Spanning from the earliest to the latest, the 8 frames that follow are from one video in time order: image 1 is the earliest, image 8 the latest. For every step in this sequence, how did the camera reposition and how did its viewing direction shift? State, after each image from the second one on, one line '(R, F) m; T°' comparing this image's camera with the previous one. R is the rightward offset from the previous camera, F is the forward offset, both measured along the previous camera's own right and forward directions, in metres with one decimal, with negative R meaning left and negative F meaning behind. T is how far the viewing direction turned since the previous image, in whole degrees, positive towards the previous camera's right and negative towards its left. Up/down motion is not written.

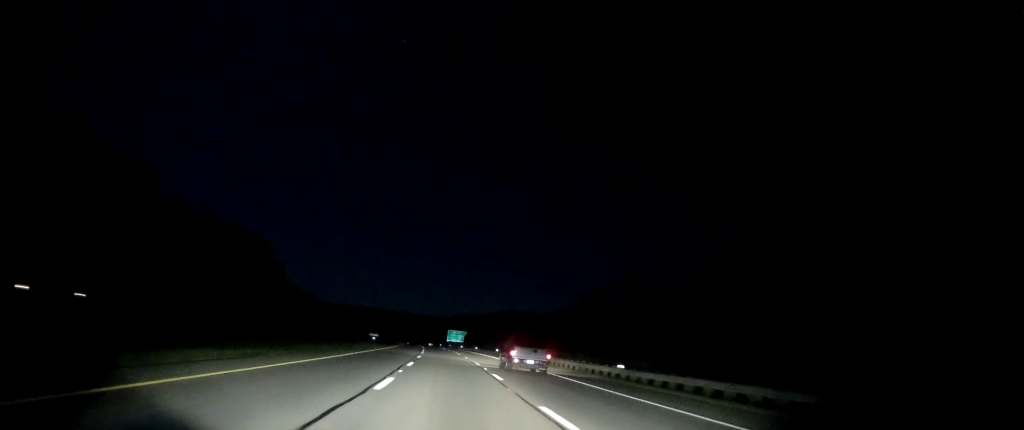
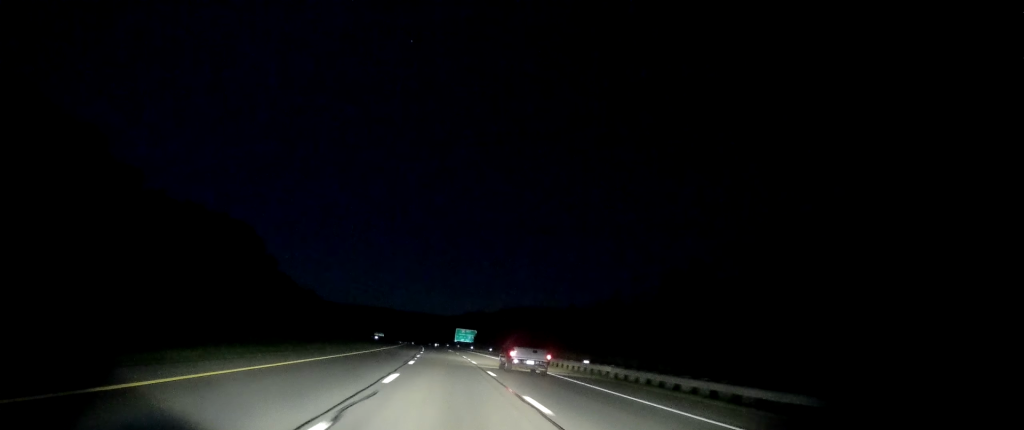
(-0.3, +22.7) m; -1°
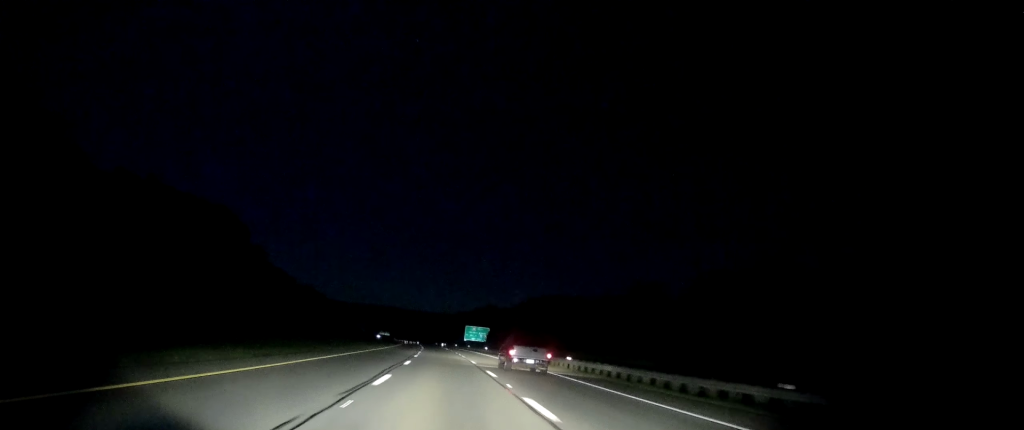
(-0.4, +24.9) m; -1°
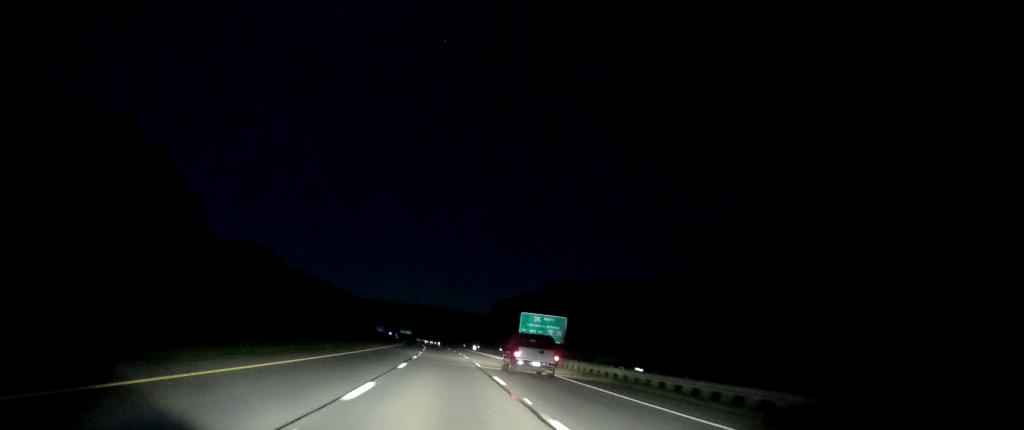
(-1.2, +76.1) m; -2°
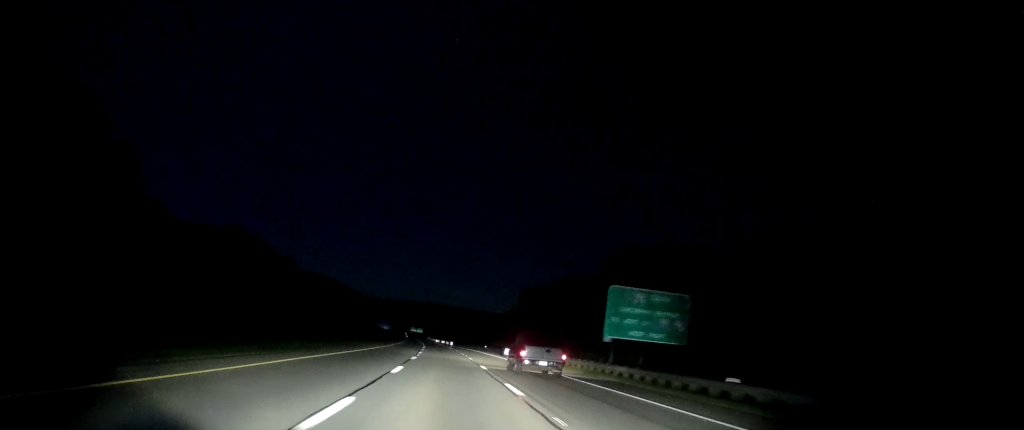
(-0.3, +40.8) m; -1°
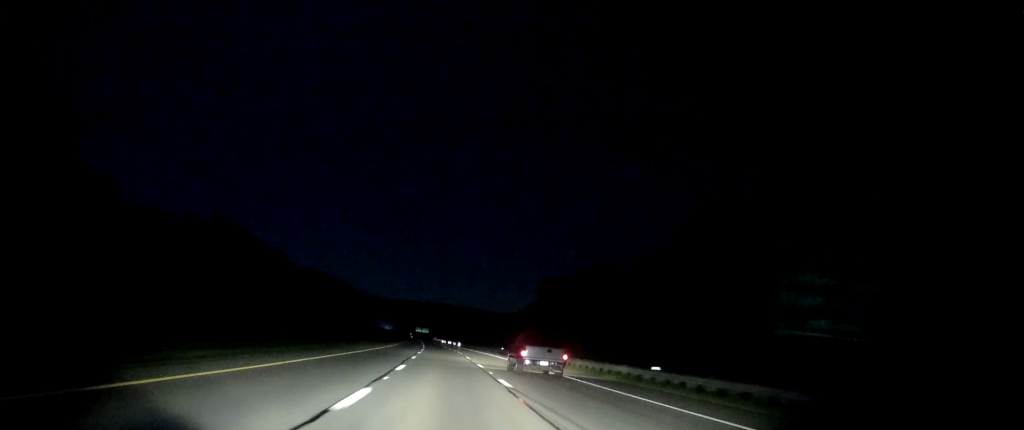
(-0.1, +22.5) m; -1°
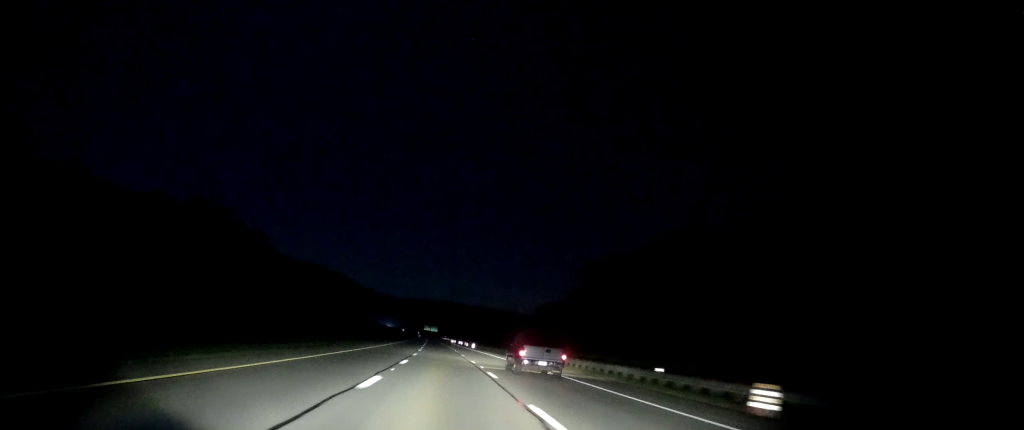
(-0.3, +32.8) m; -1°
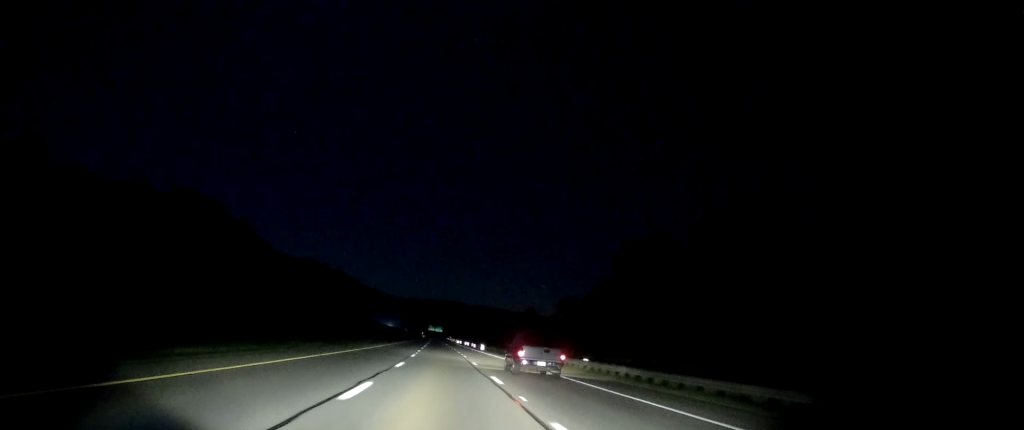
(0.0, +14.7) m; -1°
